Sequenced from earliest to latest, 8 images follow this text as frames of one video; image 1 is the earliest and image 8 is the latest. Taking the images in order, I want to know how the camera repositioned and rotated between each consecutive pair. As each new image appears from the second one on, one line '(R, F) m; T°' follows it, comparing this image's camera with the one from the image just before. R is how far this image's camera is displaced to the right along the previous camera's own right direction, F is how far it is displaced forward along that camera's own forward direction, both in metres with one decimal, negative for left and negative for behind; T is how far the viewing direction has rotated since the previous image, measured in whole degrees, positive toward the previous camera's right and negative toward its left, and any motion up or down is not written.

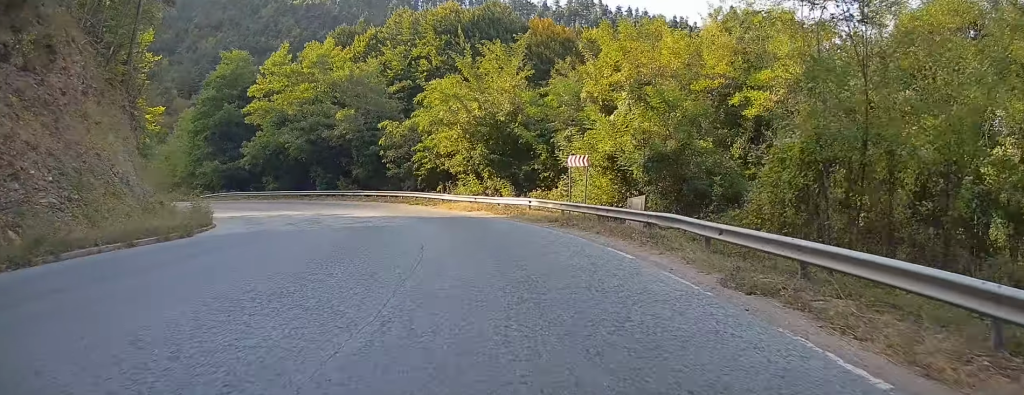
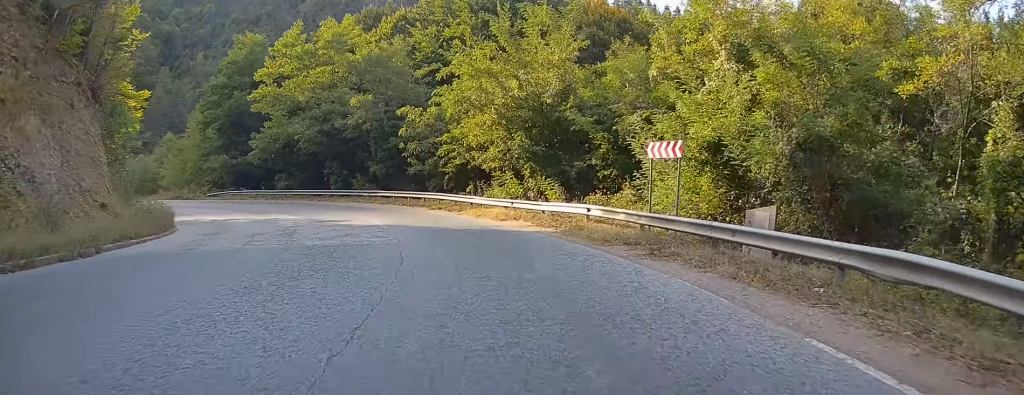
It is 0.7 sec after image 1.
(-0.2, +8.9) m; -4°
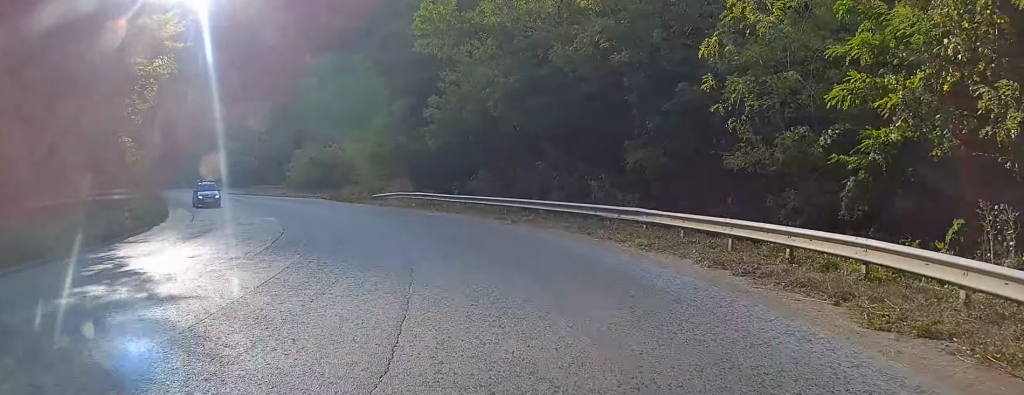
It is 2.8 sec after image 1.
(-3.6, +26.8) m; -20°
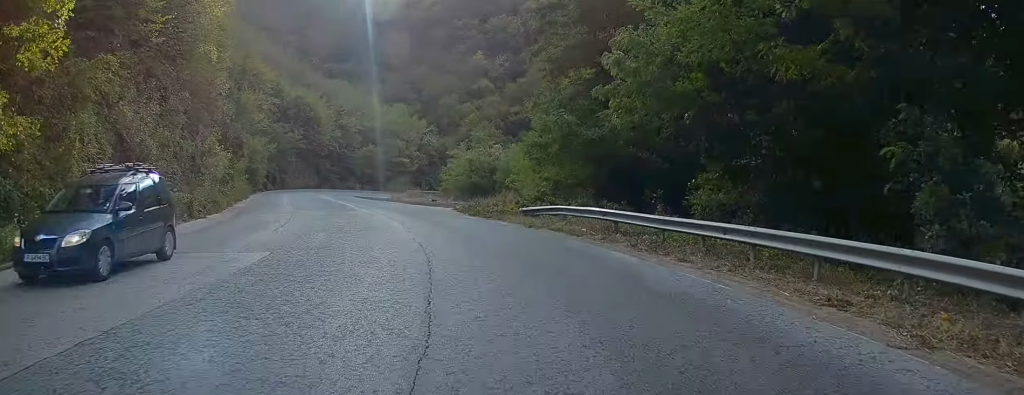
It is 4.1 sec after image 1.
(-2.6, +15.1) m; -18°
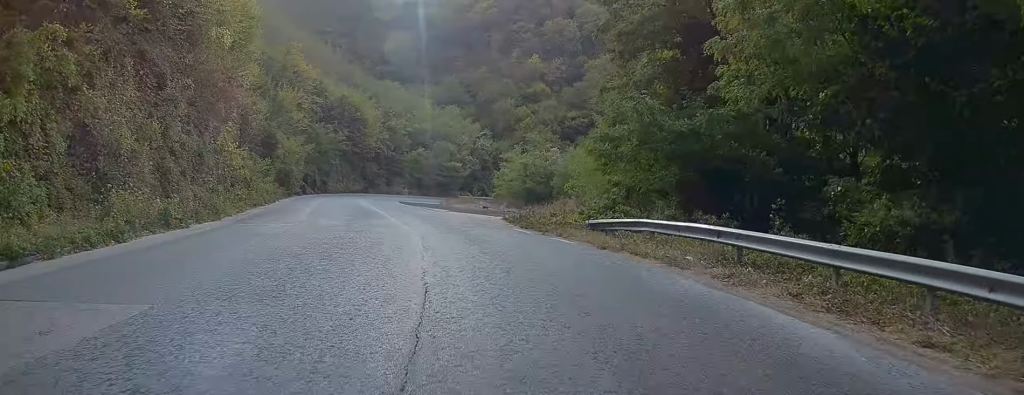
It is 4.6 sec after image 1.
(-0.3, +6.1) m; -5°
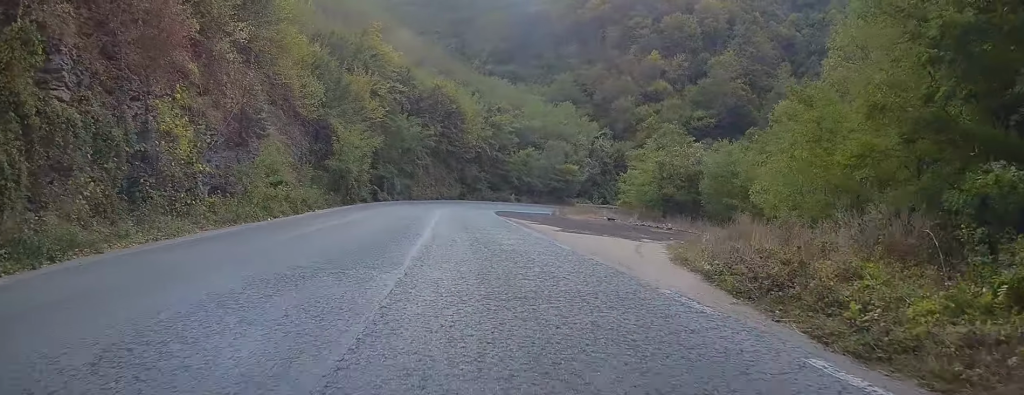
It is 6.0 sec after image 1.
(-1.8, +16.8) m; -13°
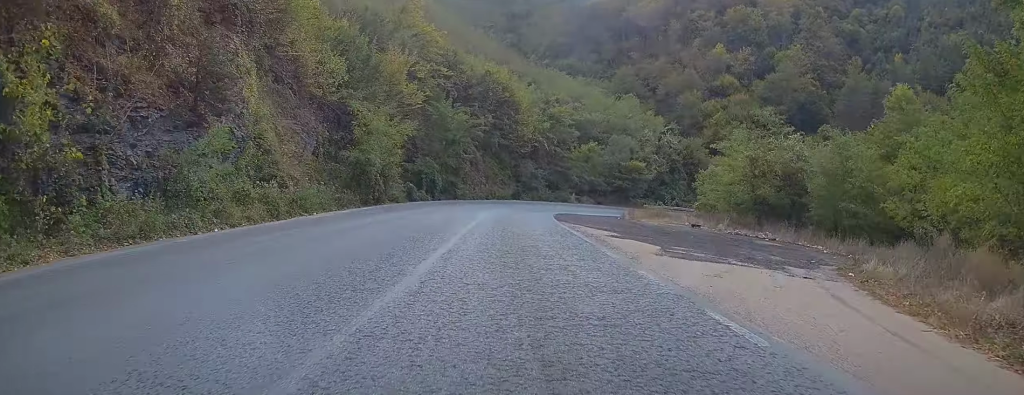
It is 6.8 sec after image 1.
(-0.7, +9.8) m; -6°
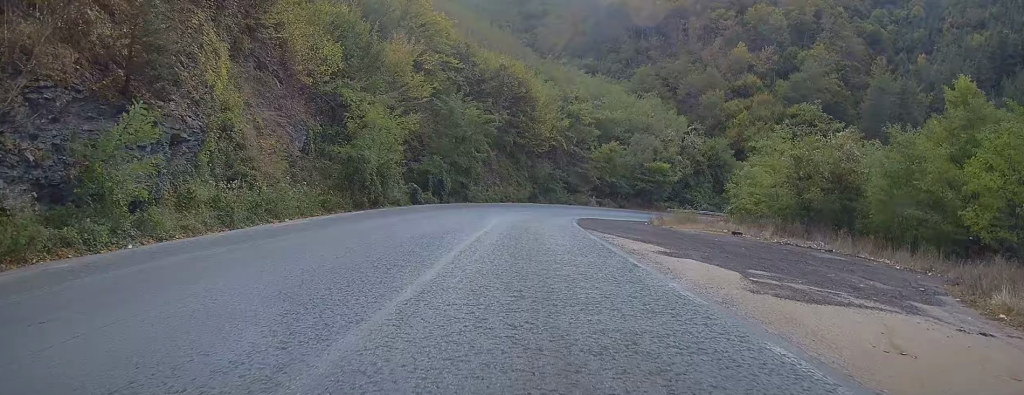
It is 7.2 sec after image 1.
(-0.3, +5.5) m; -3°
